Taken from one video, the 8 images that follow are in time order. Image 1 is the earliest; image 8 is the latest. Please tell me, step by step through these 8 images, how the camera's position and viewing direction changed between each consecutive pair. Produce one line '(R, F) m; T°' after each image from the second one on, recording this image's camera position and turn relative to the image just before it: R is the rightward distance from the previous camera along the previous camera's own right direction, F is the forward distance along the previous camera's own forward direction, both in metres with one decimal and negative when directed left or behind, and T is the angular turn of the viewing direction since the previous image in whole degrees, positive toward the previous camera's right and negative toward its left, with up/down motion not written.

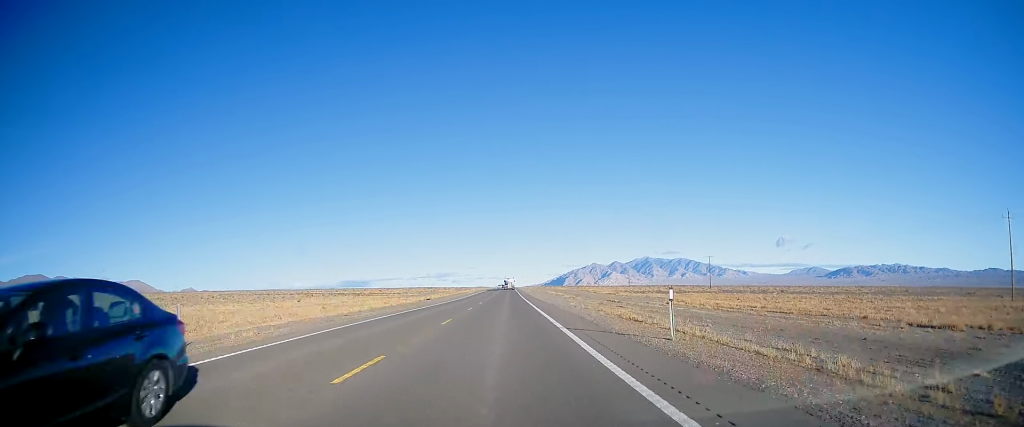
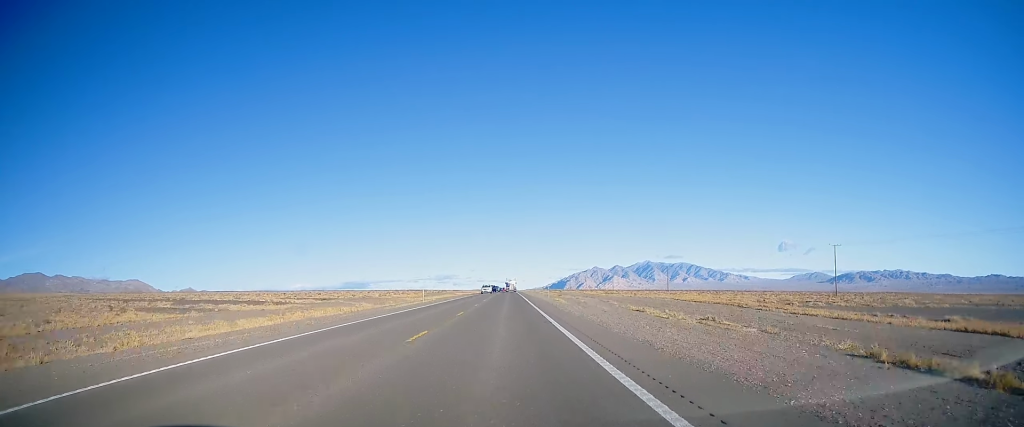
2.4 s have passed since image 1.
(+0.8, +79.1) m; +1°
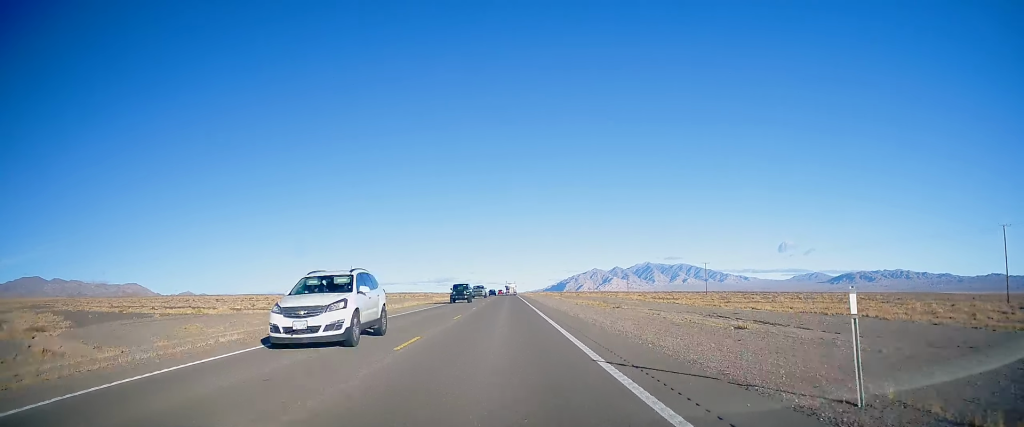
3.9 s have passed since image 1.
(+0.1, +49.5) m; 0°
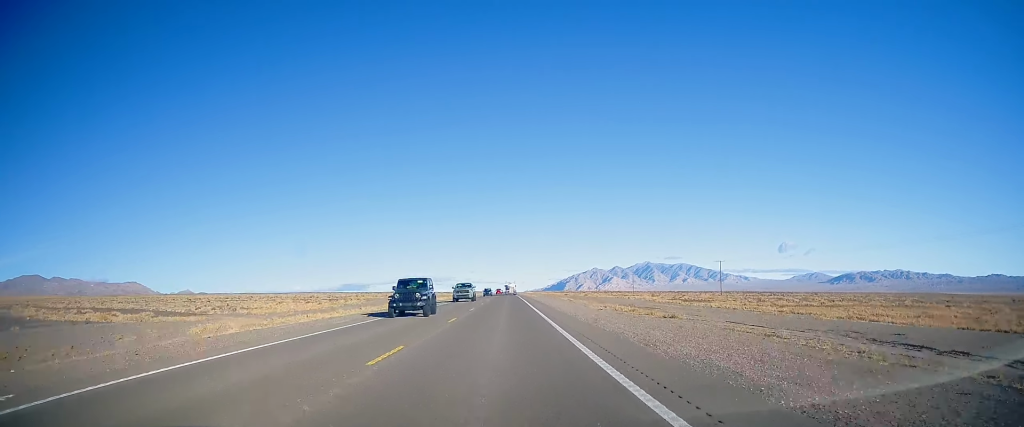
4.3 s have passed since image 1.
(-0.1, +14.2) m; 0°
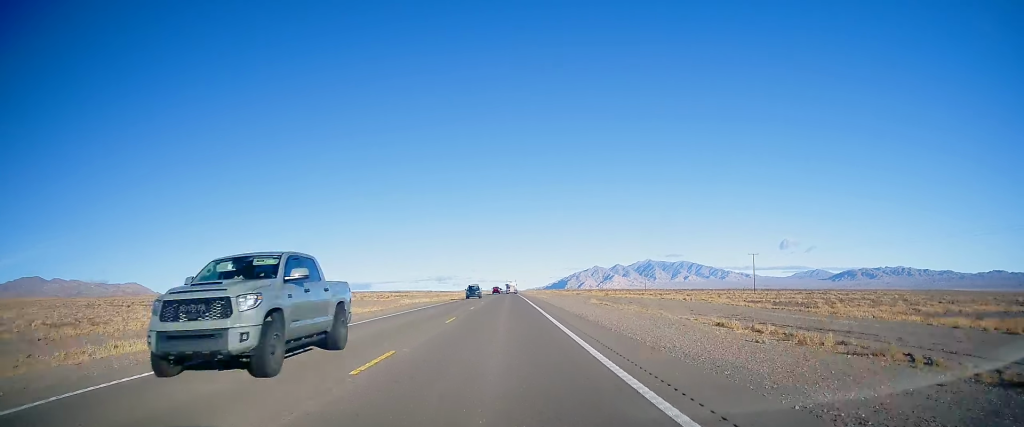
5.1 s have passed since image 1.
(-0.2, +25.1) m; 0°
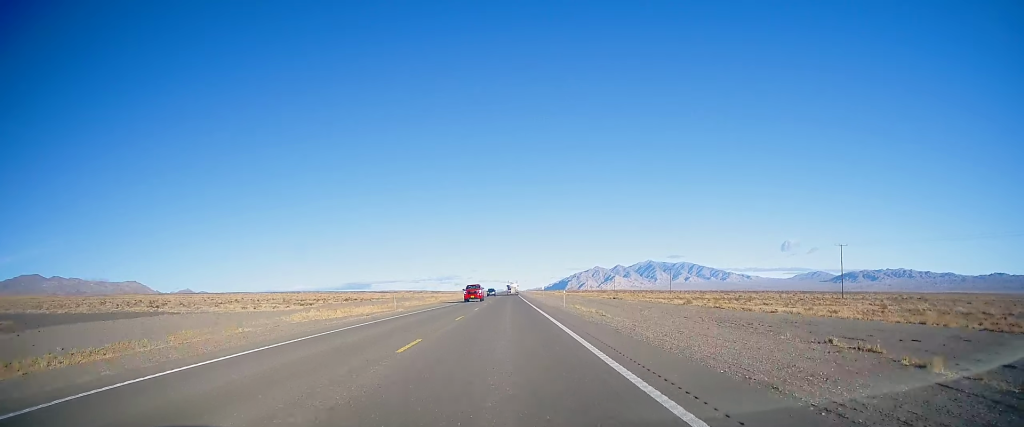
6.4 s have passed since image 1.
(+0.1, +45.2) m; -1°
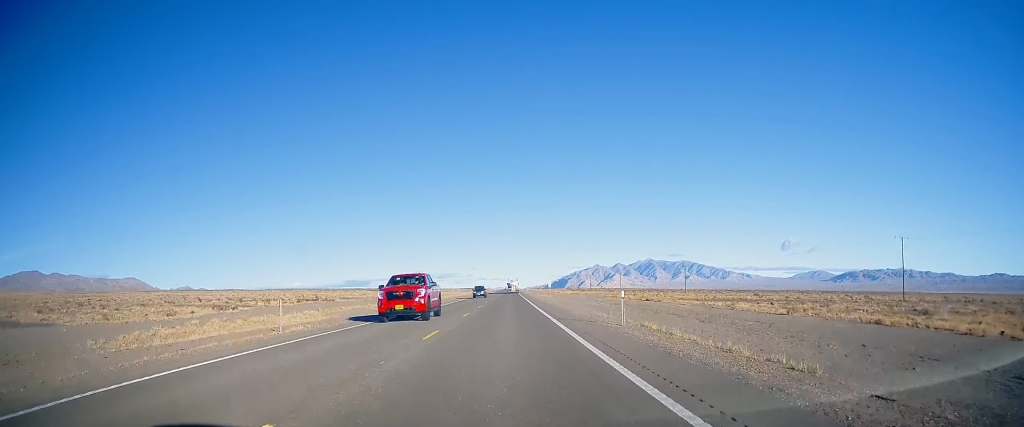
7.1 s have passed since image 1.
(-0.2, +21.0) m; 0°
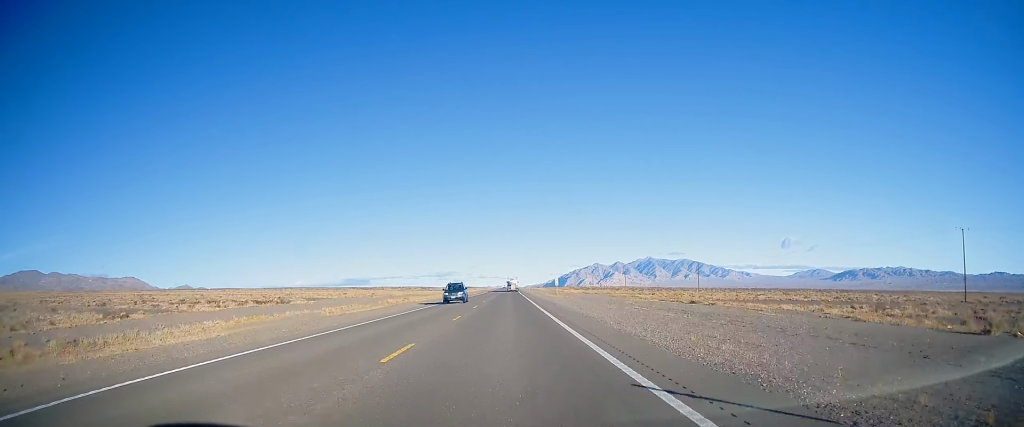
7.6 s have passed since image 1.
(0.0, +16.5) m; 0°
